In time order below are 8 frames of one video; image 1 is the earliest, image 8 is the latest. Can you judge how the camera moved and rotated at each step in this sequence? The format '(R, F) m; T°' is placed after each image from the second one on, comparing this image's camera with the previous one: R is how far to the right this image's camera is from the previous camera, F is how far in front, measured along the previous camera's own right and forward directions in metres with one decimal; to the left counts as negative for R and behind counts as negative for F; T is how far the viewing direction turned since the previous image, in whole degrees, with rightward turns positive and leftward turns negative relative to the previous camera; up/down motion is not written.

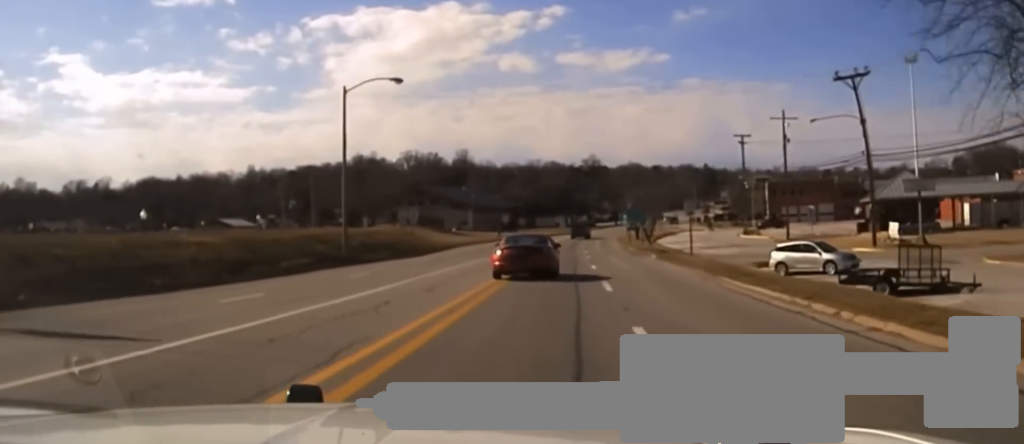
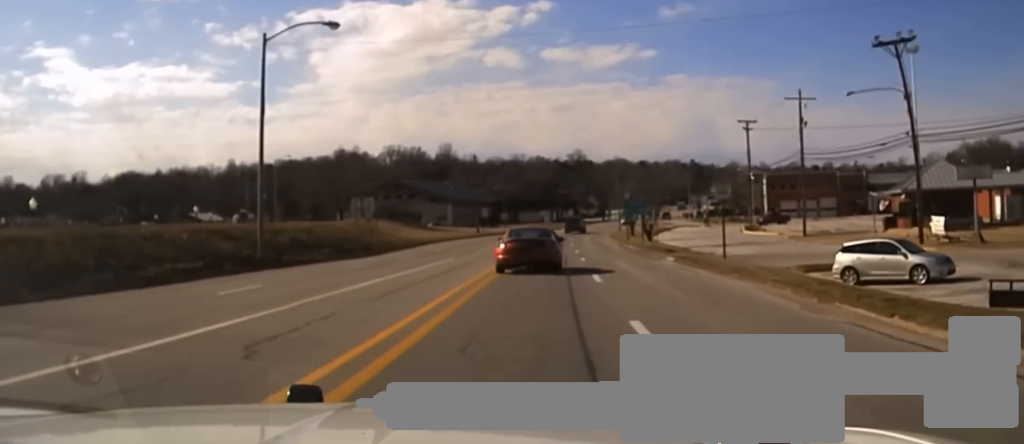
(+0.1, +10.3) m; +2°
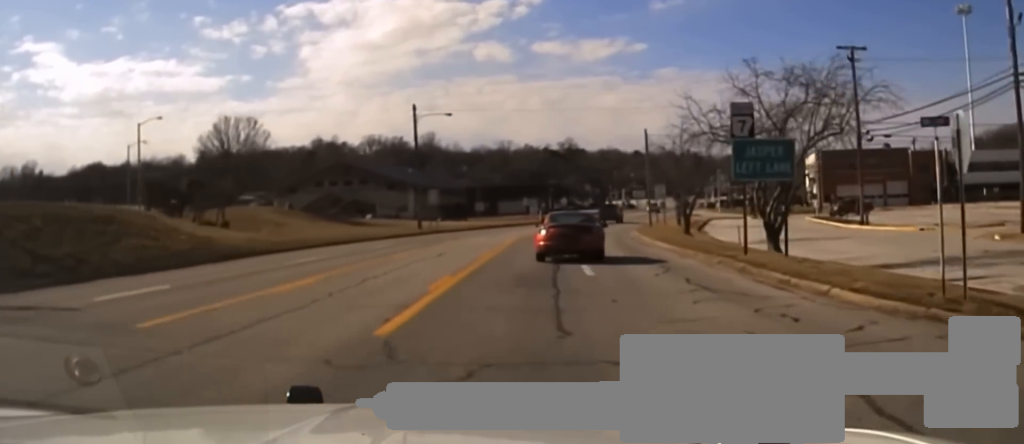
(+1.0, +42.0) m; +1°
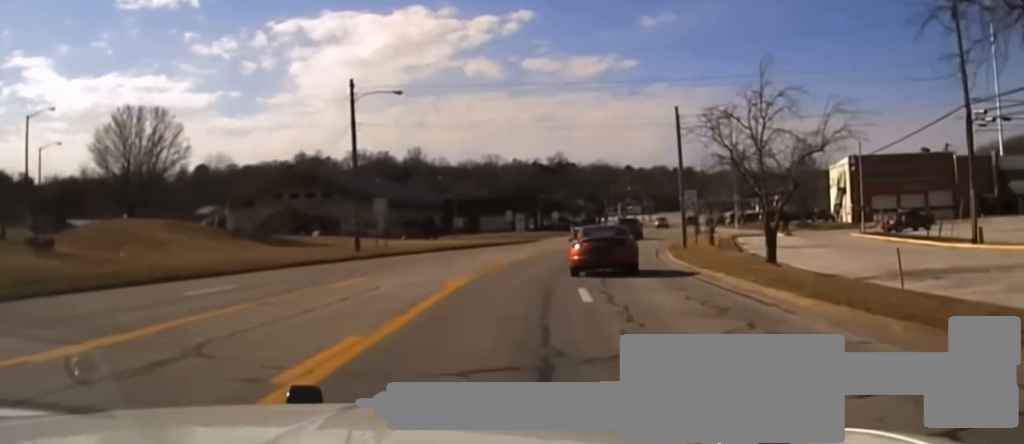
(0.0, +21.1) m; +1°
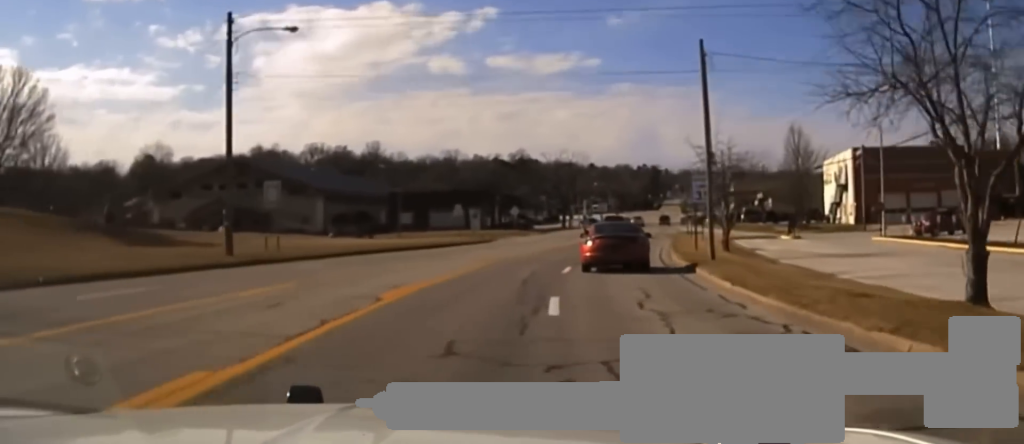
(+0.1, +16.9) m; +1°
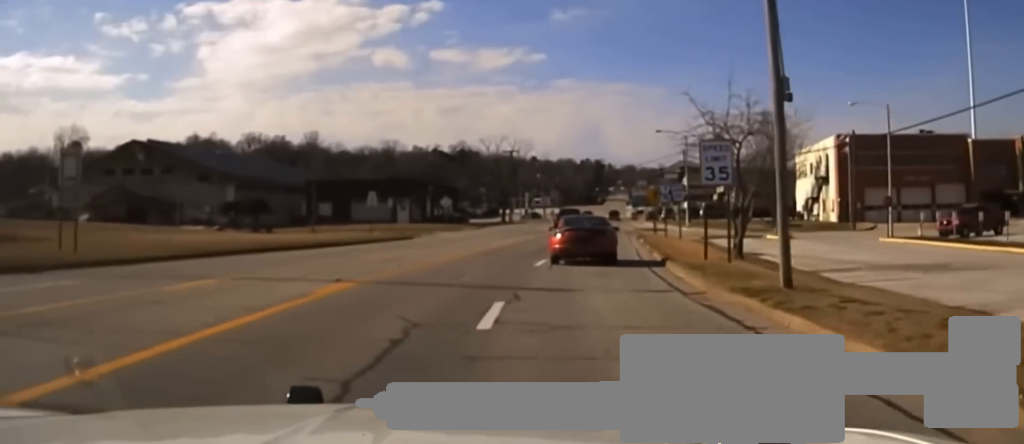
(+0.3, +15.1) m; +2°
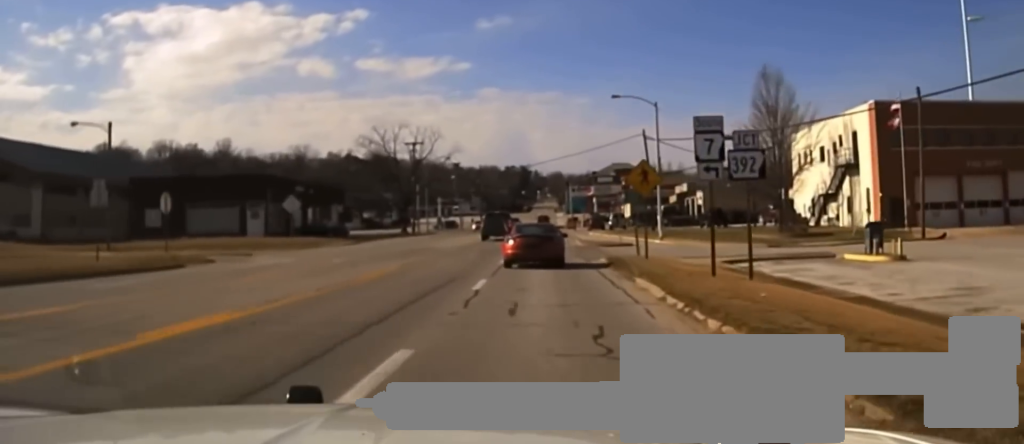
(+1.5, +27.5) m; +6°
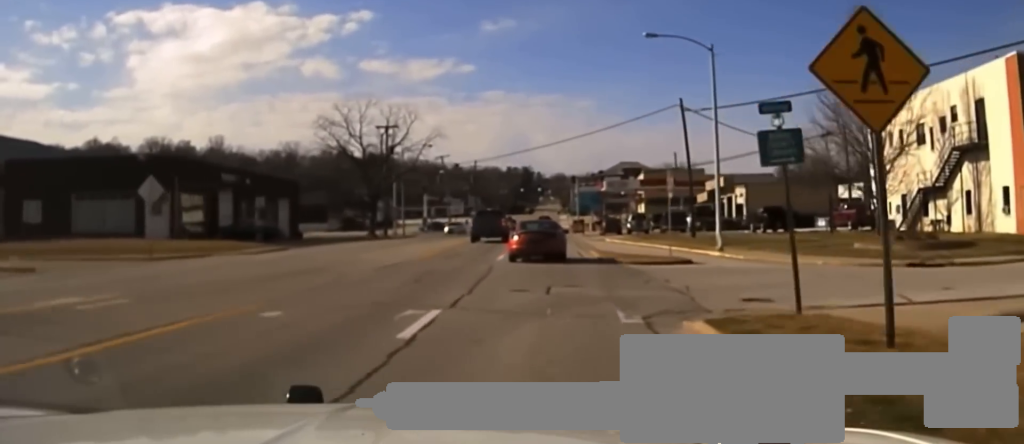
(+0.8, +18.5) m; +2°
